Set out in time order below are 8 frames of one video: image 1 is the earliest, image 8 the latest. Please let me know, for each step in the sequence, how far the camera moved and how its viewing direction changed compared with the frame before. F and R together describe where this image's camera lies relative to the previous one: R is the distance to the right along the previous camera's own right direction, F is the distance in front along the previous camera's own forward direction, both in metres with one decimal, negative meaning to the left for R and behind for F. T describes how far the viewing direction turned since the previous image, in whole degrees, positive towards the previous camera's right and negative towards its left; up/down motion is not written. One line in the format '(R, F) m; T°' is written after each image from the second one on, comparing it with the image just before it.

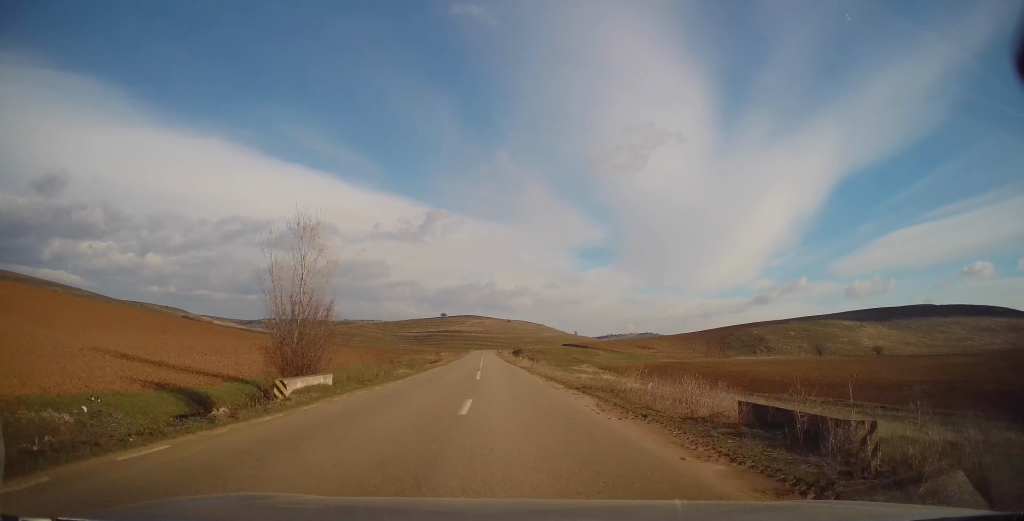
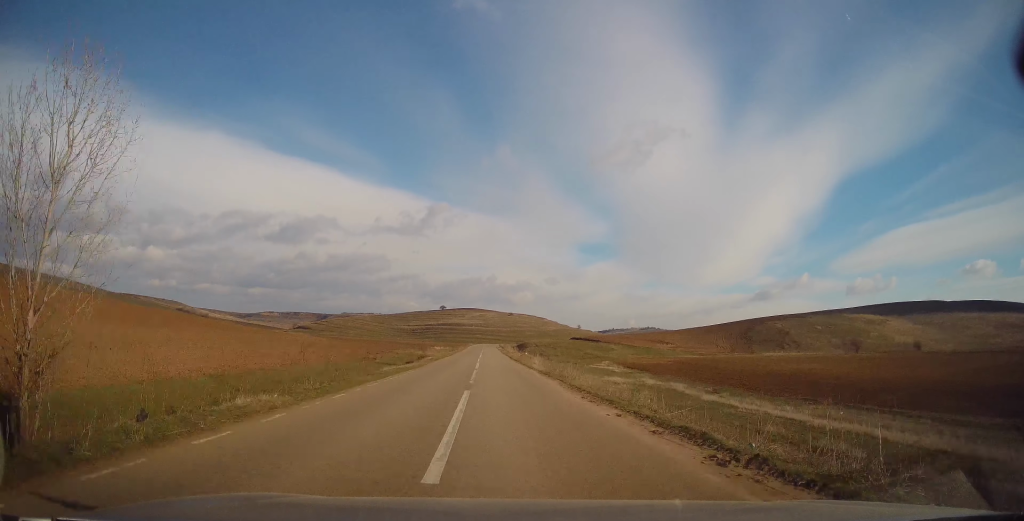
(-0.1, +18.5) m; +1°
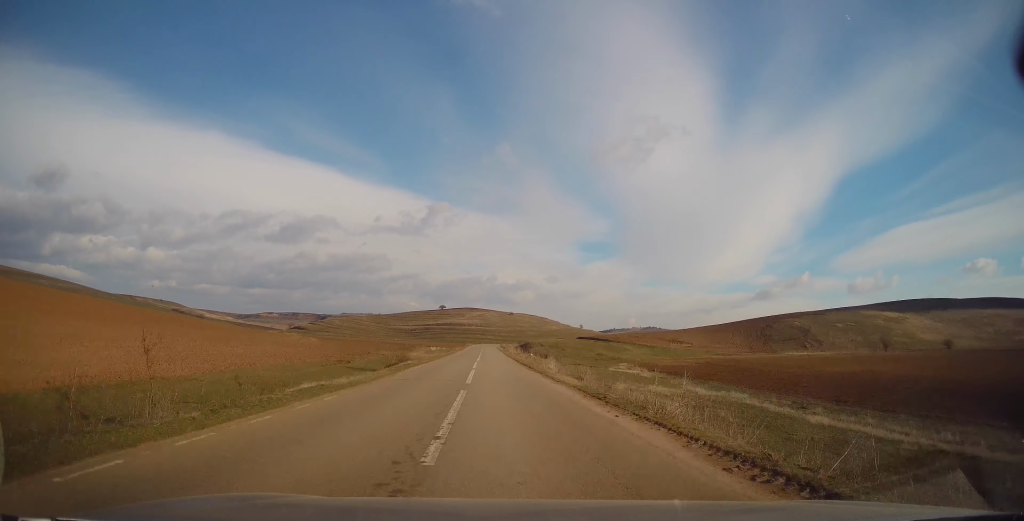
(+0.5, +12.1) m; 0°
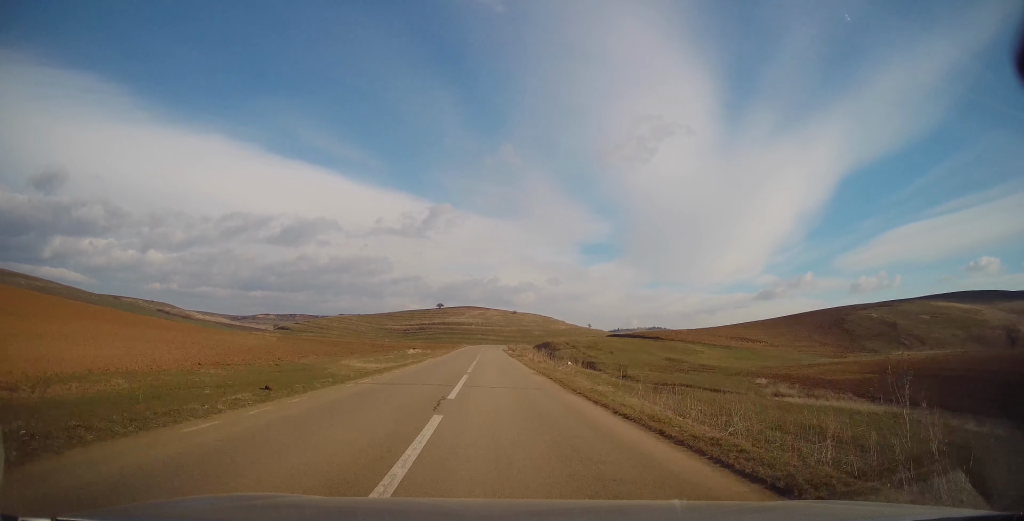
(-0.8, +40.1) m; -1°
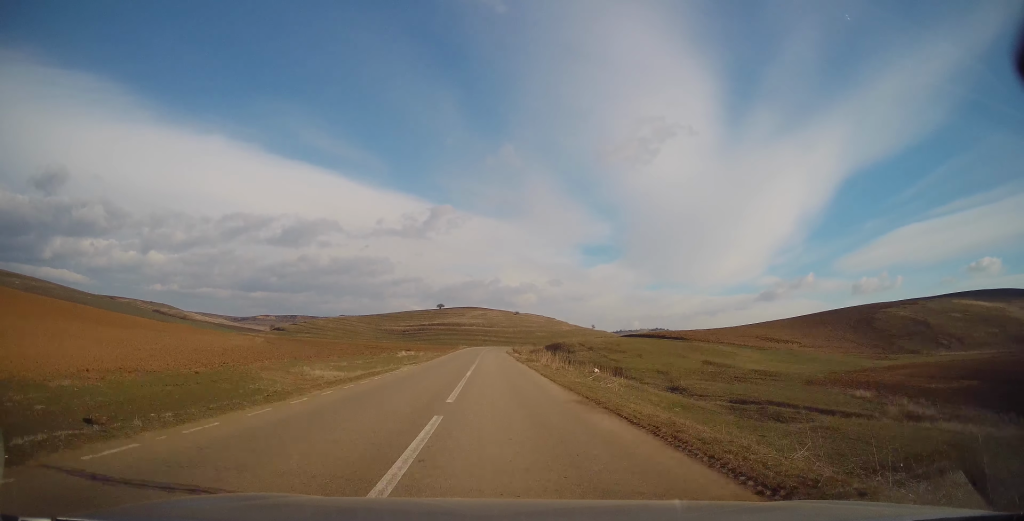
(+0.2, +12.1) m; +1°
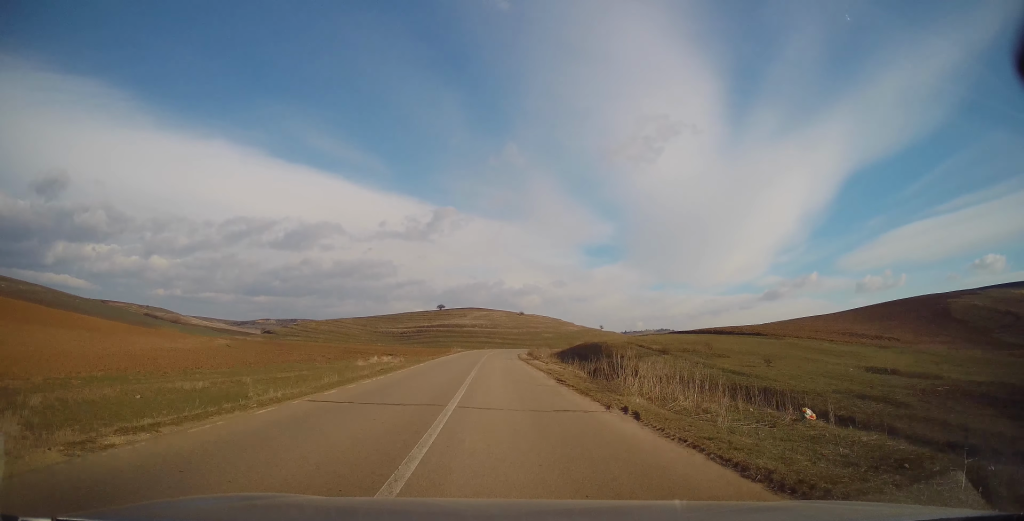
(+0.2, +25.3) m; 0°
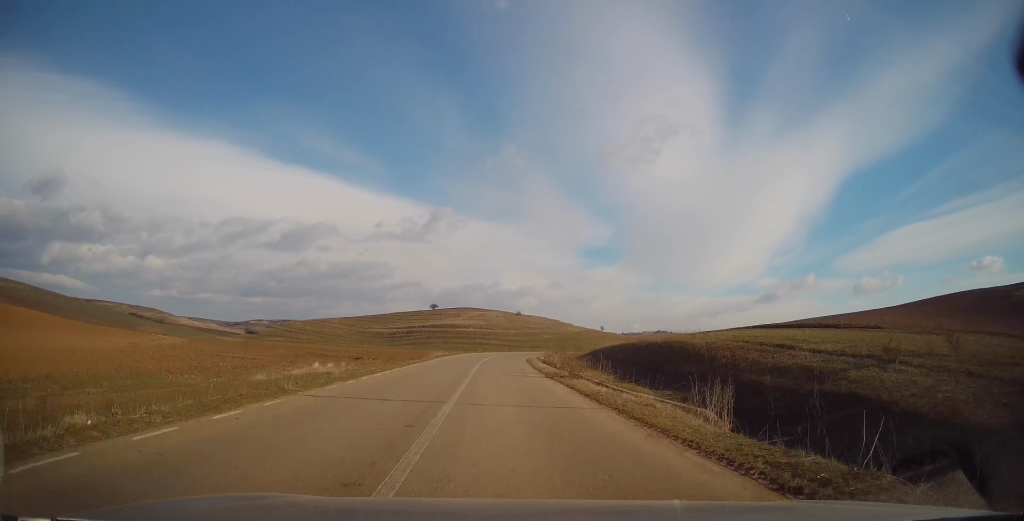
(-0.1, +23.0) m; -1°
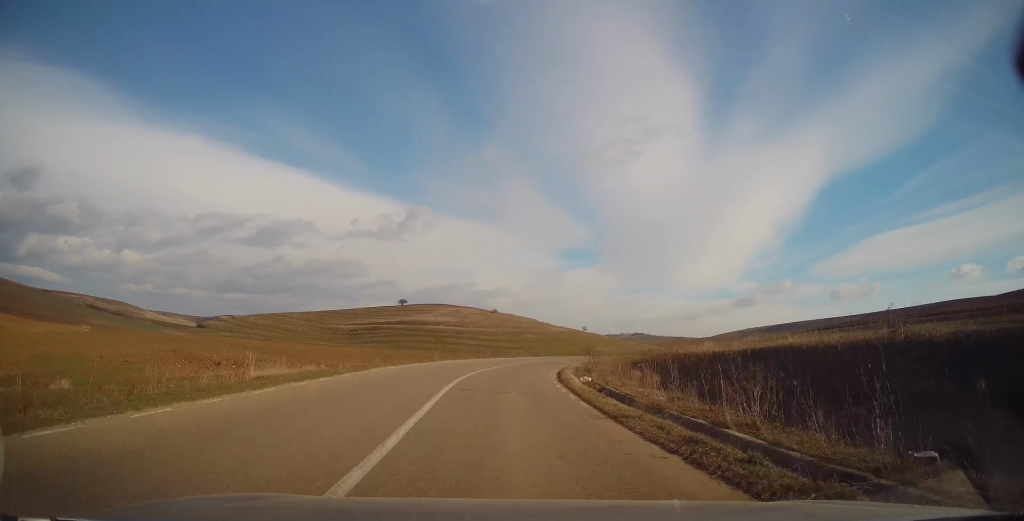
(0.0, +37.6) m; +4°
